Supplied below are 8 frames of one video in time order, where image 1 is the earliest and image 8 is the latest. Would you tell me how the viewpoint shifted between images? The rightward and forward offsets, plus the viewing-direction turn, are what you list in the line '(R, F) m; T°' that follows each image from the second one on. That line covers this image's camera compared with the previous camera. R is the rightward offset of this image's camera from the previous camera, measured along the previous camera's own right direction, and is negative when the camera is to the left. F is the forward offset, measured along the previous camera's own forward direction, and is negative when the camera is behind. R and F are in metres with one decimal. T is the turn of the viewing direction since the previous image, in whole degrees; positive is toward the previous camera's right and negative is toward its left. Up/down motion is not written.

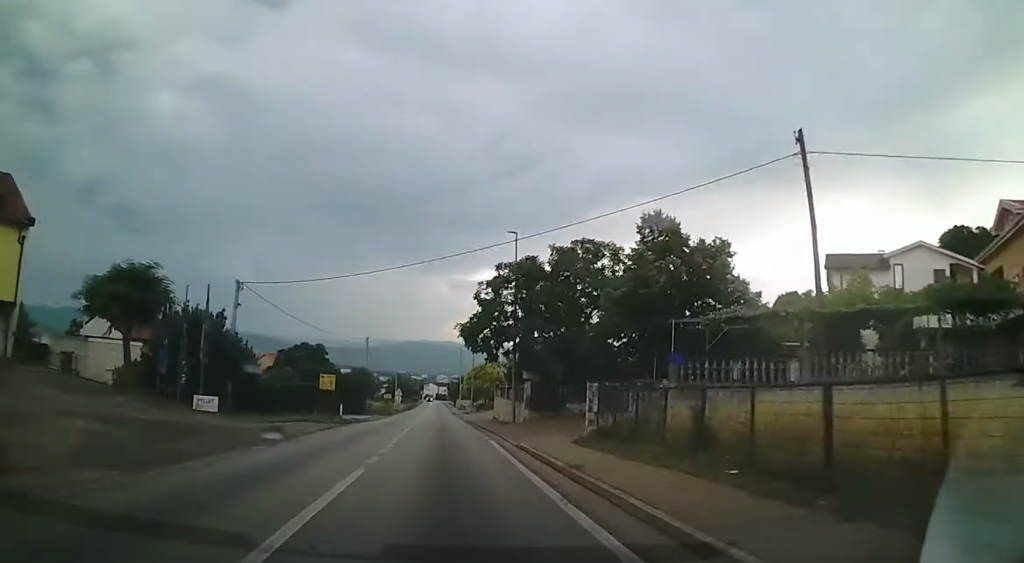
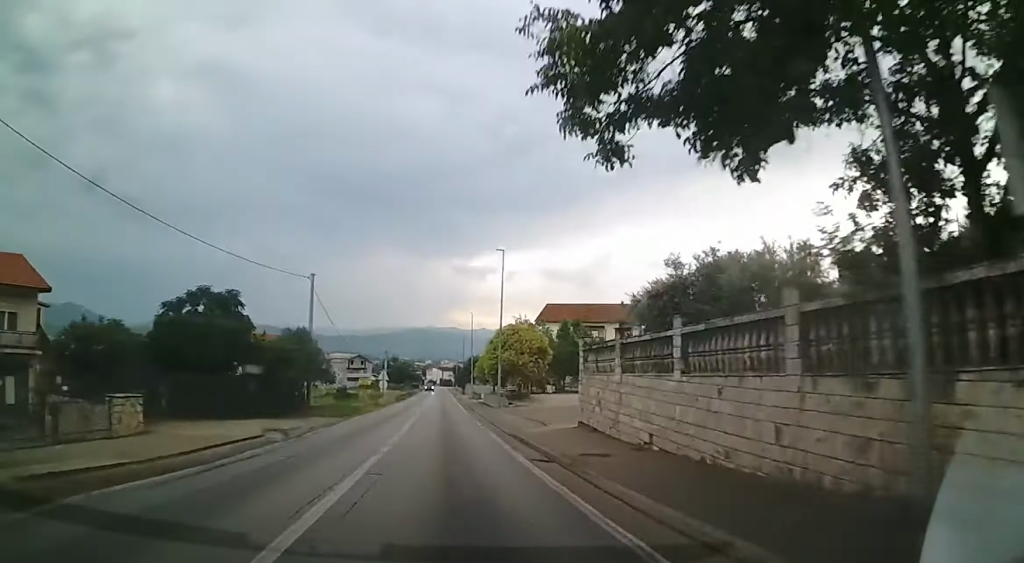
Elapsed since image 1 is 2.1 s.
(+4.7, +30.3) m; +6°
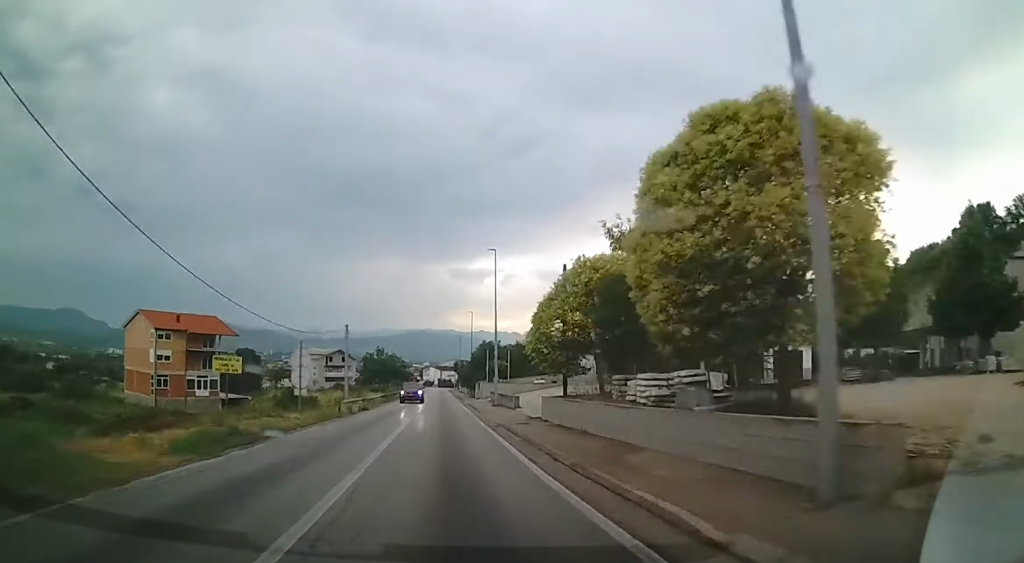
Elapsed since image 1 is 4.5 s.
(+1.8, +34.8) m; +3°
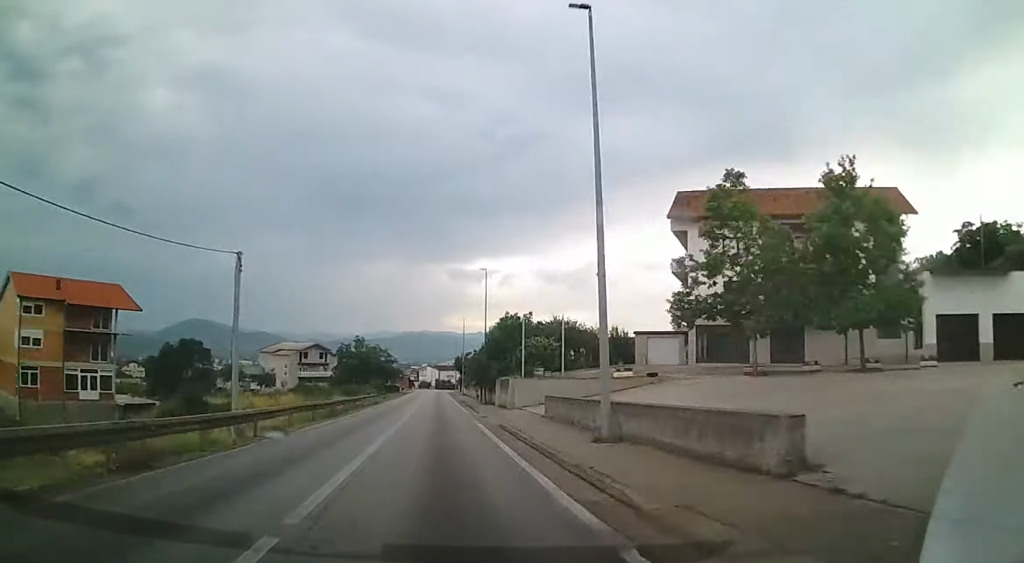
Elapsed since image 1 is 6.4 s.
(-0.1, +27.3) m; 0°
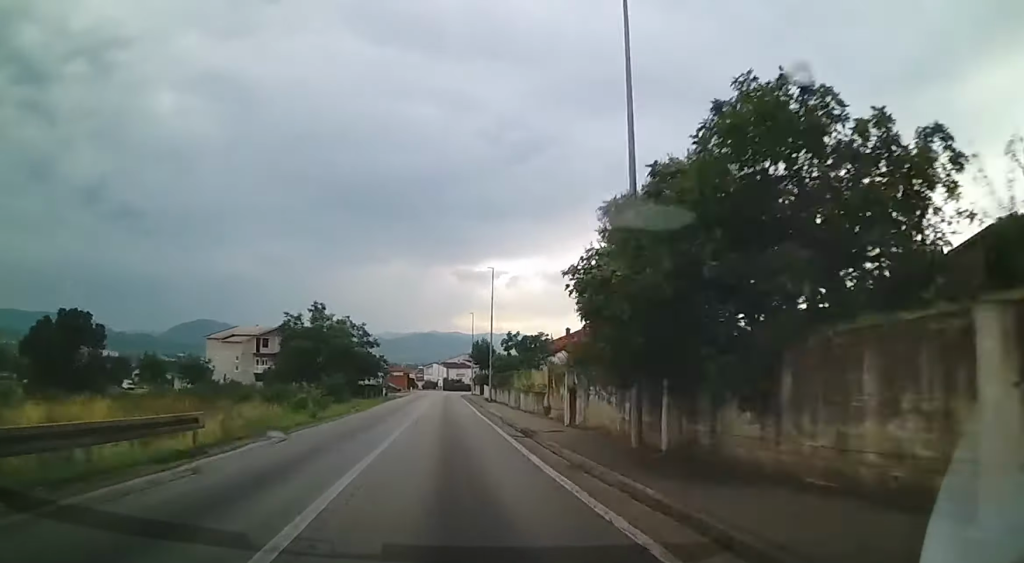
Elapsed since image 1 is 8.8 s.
(+0.3, +35.2) m; 0°
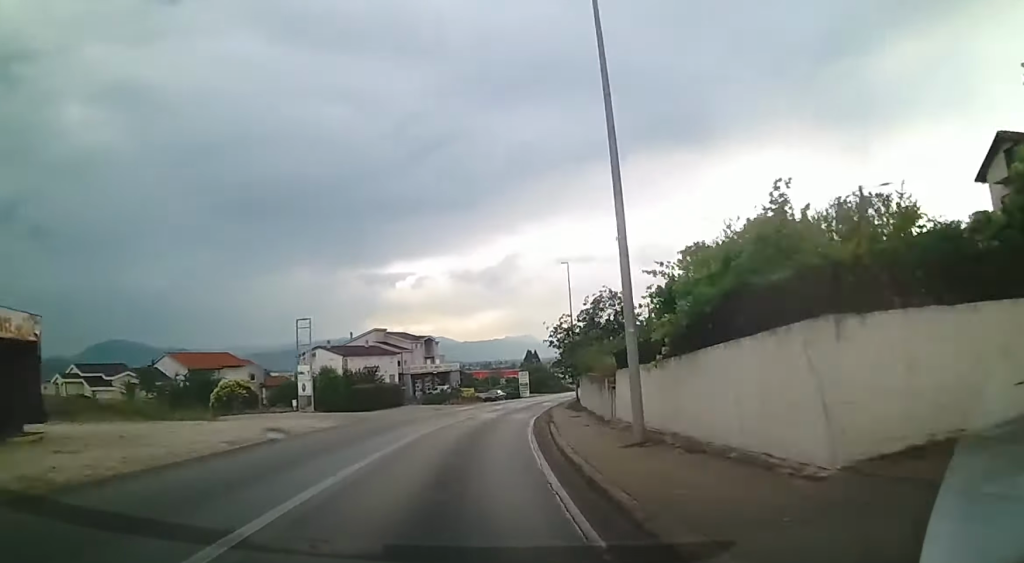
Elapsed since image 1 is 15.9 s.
(-5.5, +102.0) m; -12°
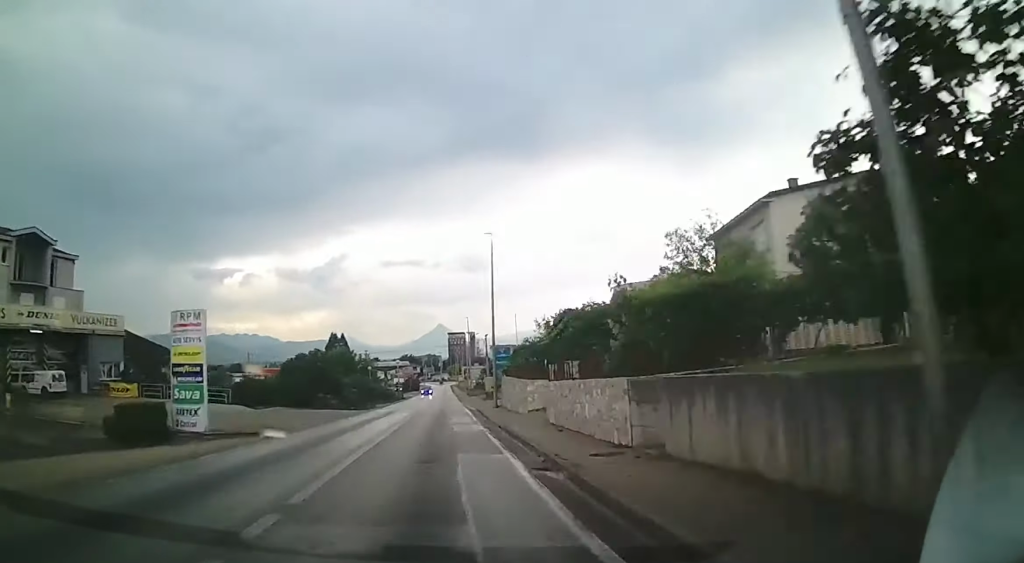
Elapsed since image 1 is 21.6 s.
(-12.1, +80.2) m; -11°
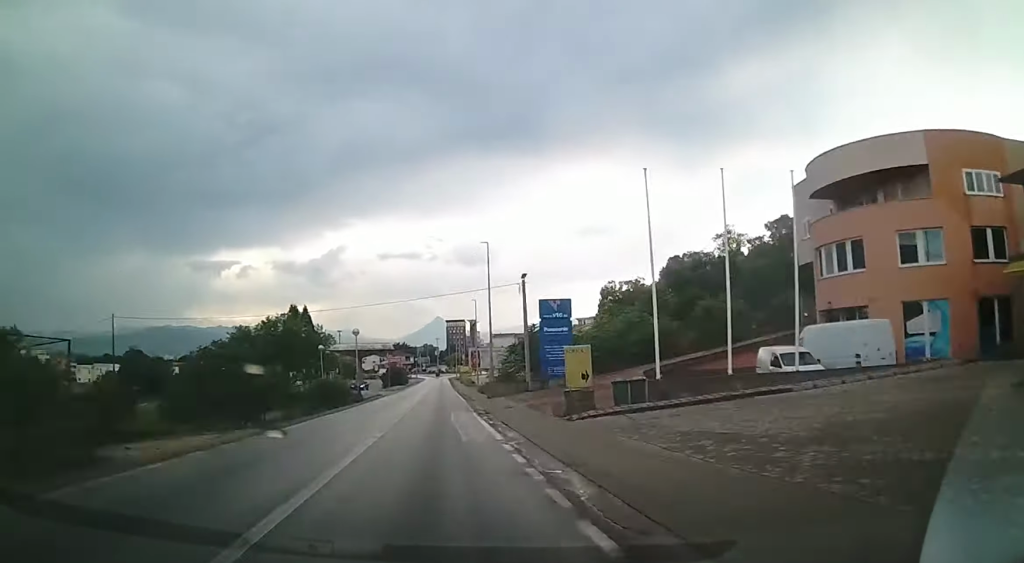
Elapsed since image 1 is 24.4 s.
(-0.9, +38.9) m; -1°
